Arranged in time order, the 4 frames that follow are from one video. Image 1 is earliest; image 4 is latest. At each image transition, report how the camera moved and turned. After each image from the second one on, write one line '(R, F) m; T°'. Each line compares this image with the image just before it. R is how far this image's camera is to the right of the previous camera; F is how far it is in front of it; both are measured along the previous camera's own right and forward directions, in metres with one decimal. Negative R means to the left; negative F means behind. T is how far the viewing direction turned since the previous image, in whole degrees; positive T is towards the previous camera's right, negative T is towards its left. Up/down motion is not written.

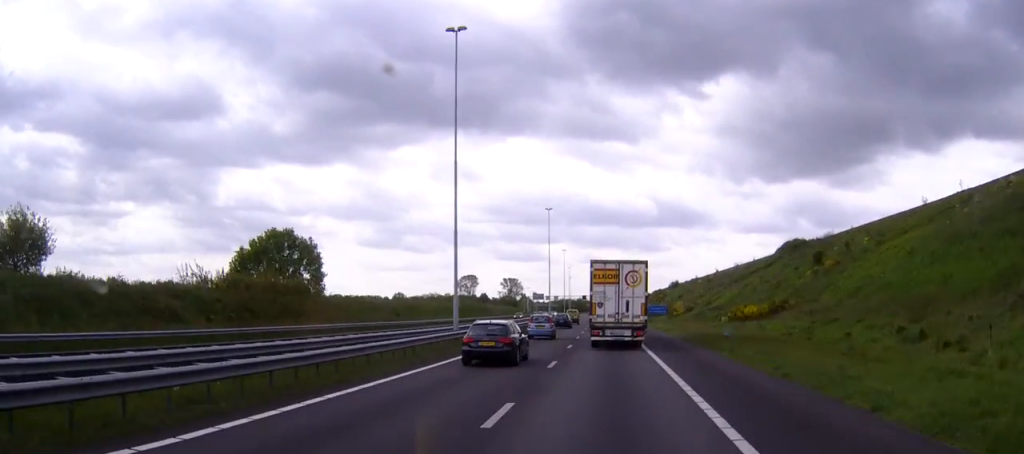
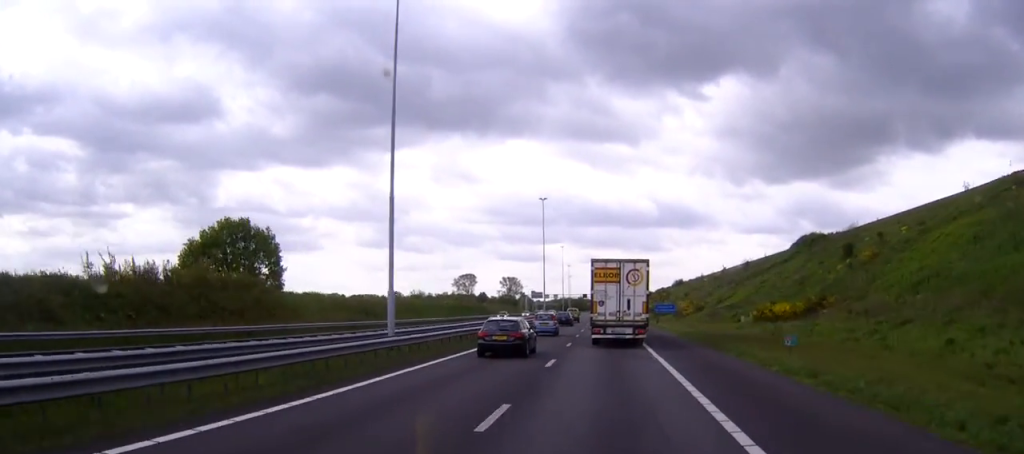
(-0.1, +12.6) m; 0°
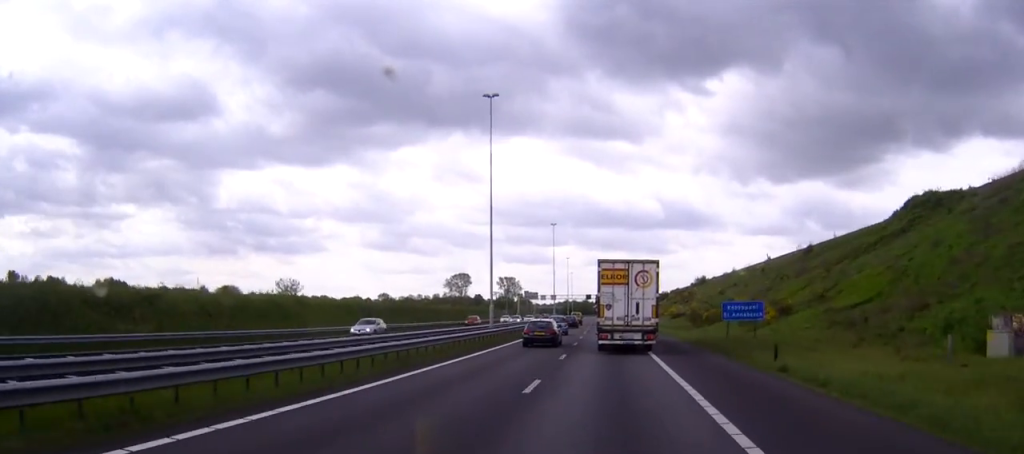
(-0.5, +54.0) m; -1°
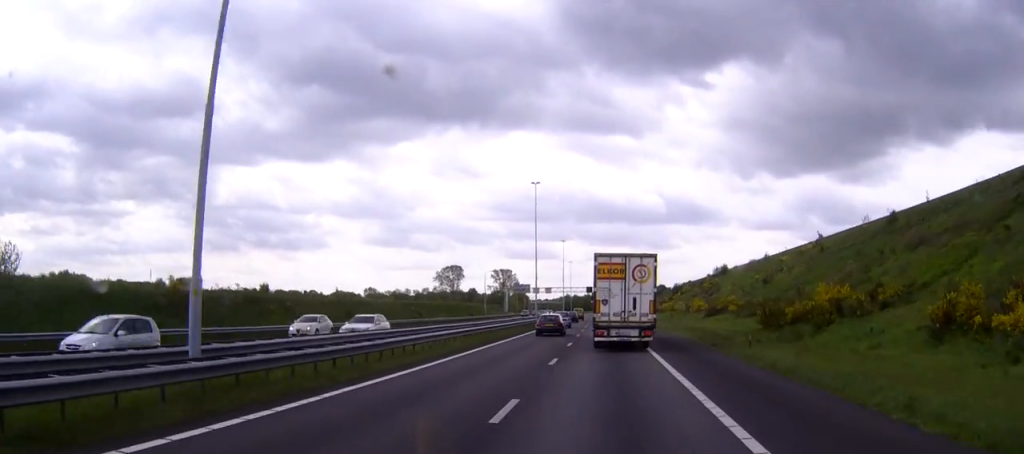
(0.0, +40.7) m; 0°
